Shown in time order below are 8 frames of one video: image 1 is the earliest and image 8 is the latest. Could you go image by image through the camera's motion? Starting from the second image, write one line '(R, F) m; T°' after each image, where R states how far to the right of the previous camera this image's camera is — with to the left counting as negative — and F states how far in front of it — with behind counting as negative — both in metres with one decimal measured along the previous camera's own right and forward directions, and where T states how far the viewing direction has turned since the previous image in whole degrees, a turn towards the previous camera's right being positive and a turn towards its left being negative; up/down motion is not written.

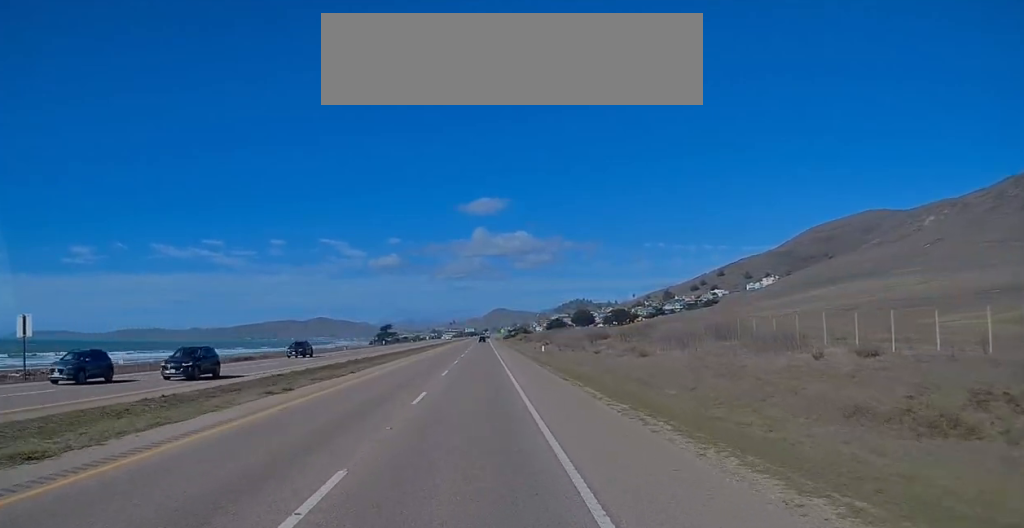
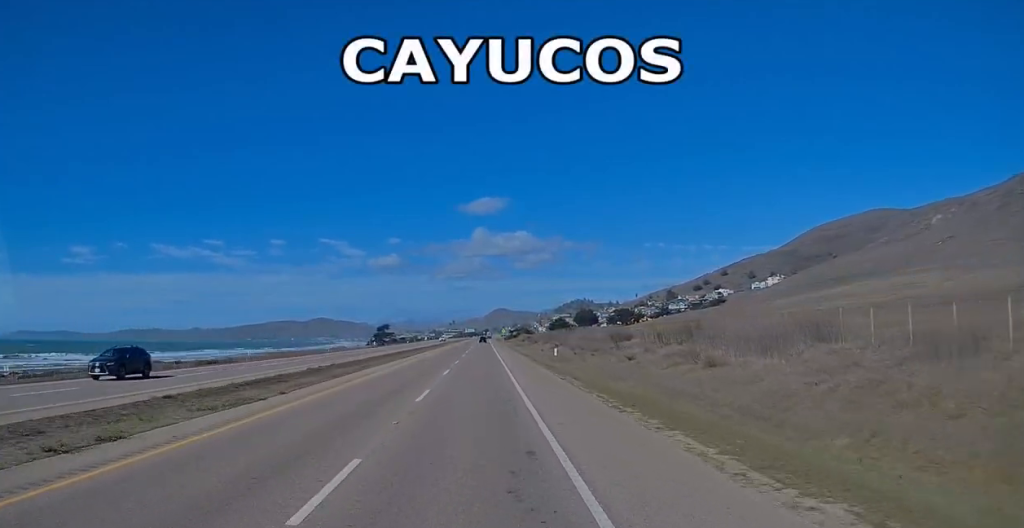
(0.0, +12.4) m; 0°
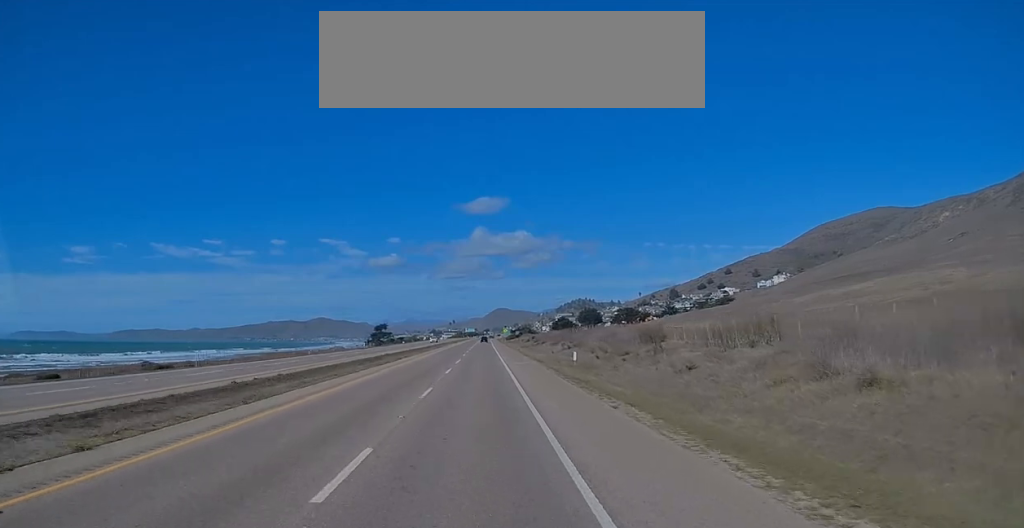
(0.0, +13.5) m; 0°
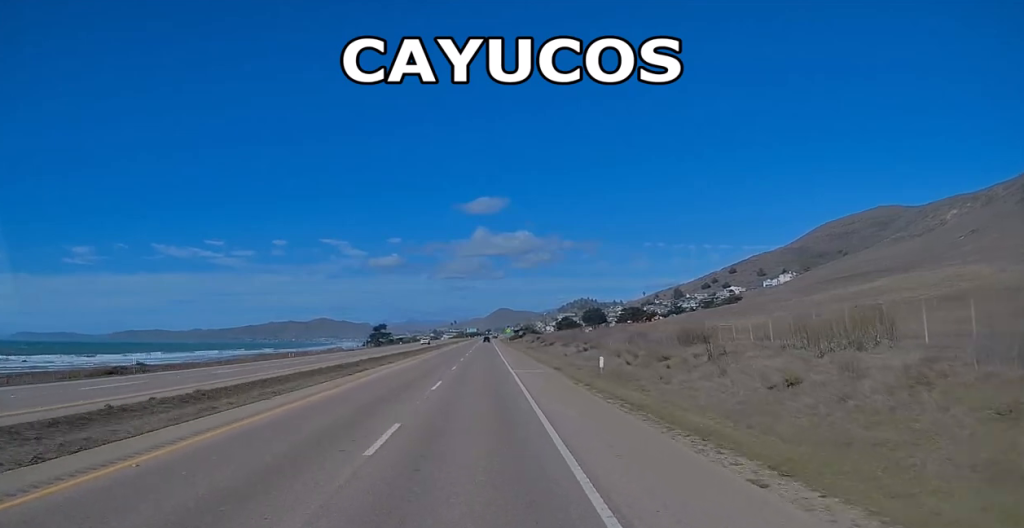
(0.0, +10.7) m; 0°
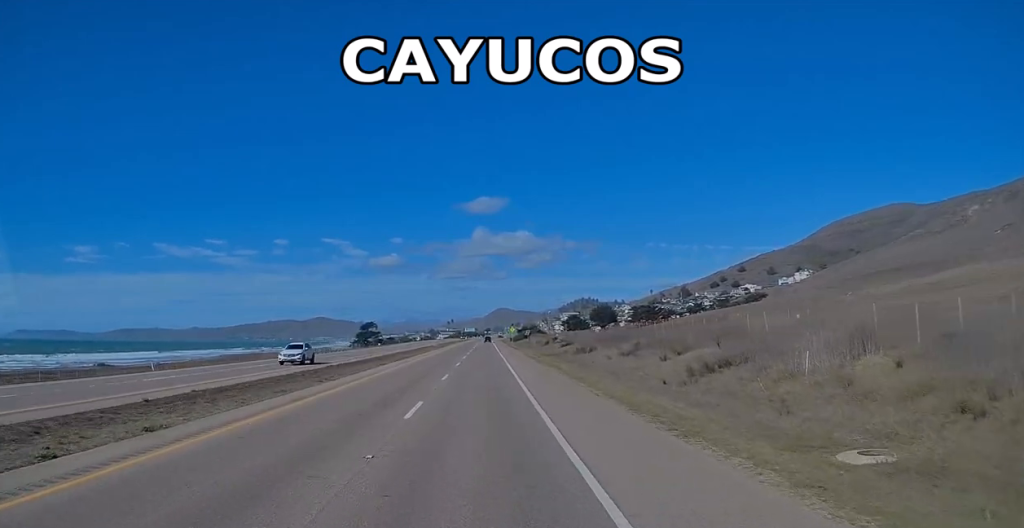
(0.0, +39.5) m; +1°
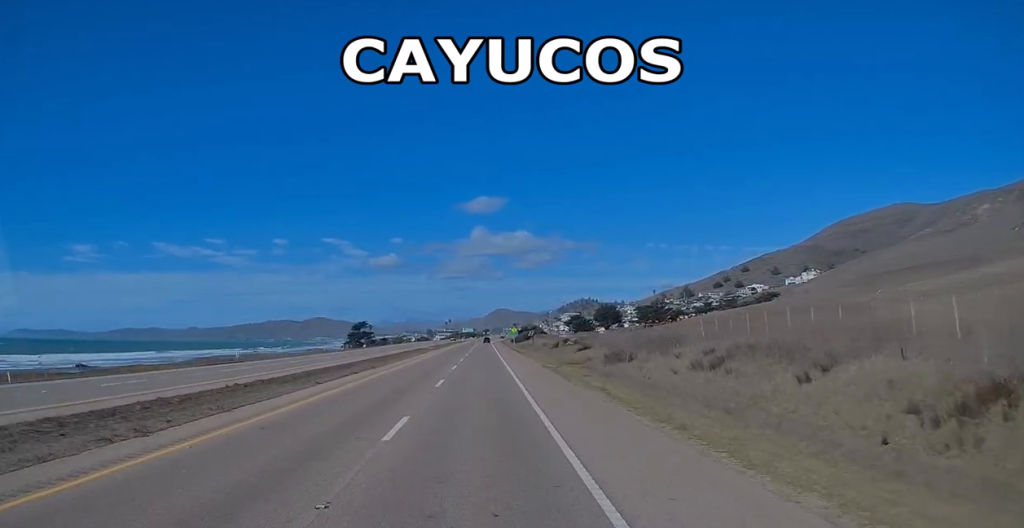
(+0.1, +17.6) m; 0°
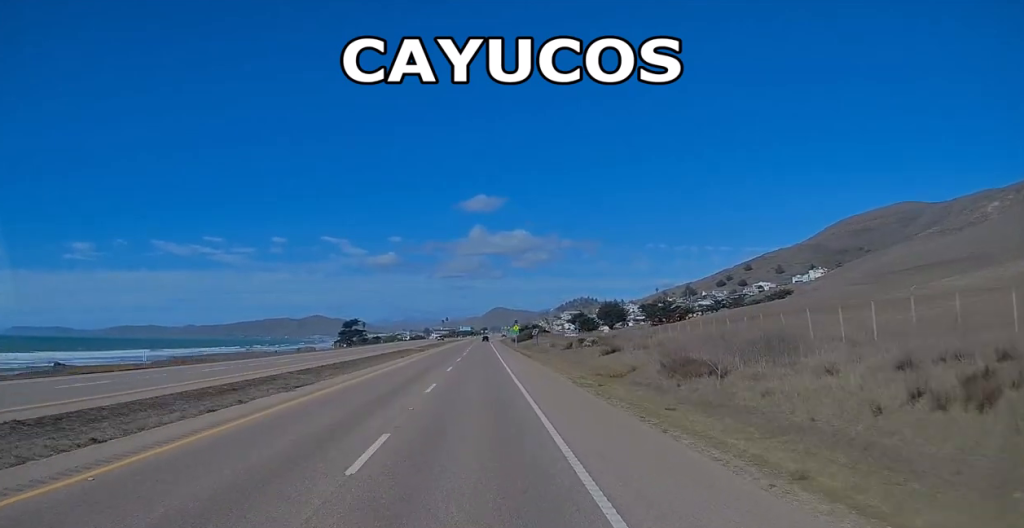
(-0.1, +17.8) m; -1°
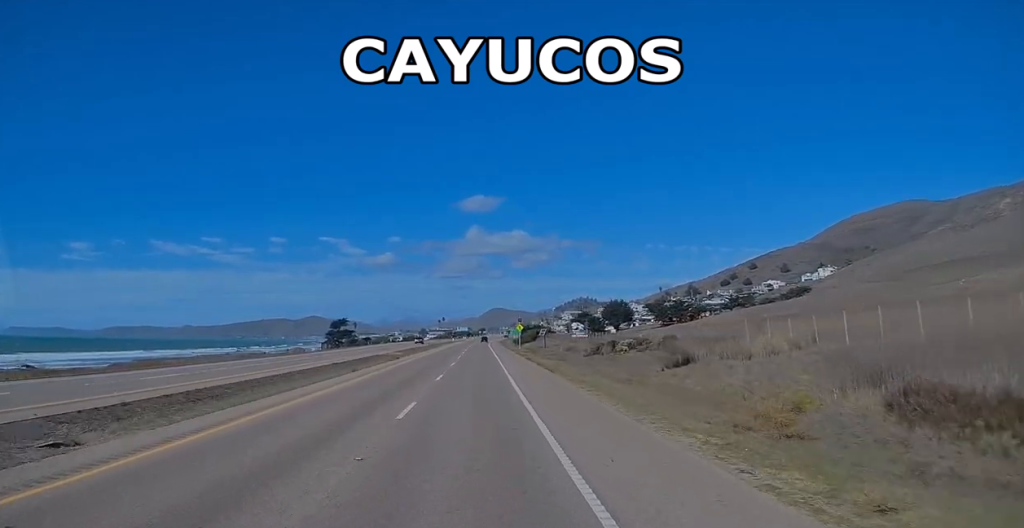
(-0.2, +22.4) m; 0°
